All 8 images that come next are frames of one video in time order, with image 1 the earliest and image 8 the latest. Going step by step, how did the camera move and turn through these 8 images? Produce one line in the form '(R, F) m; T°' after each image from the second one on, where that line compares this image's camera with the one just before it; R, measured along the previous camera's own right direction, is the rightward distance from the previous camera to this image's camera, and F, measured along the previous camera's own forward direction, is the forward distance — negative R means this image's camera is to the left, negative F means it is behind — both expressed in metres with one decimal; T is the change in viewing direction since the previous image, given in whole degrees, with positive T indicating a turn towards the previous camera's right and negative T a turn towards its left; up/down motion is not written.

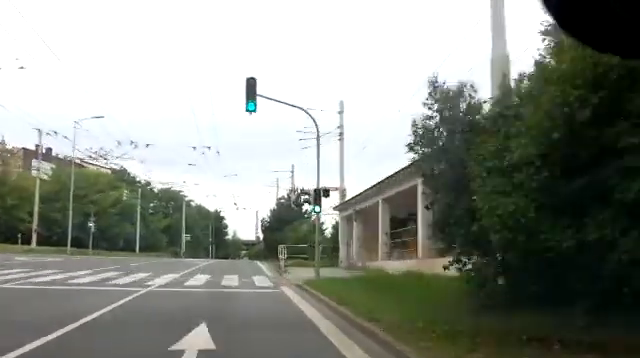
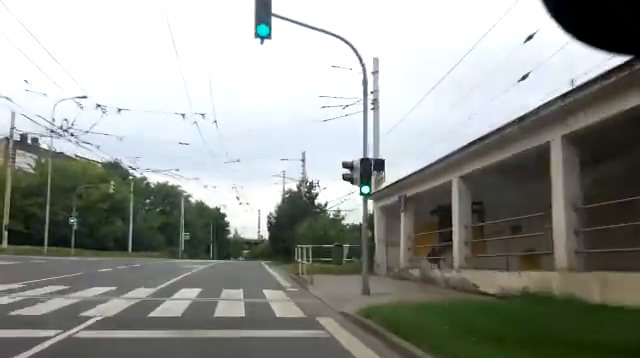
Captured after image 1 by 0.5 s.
(+0.3, +6.2) m; 0°
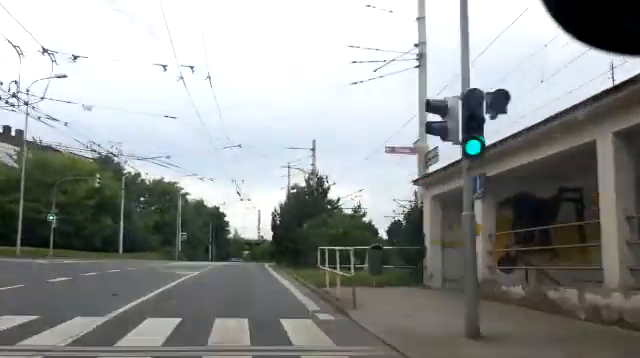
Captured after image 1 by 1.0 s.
(+0.1, +5.1) m; 0°
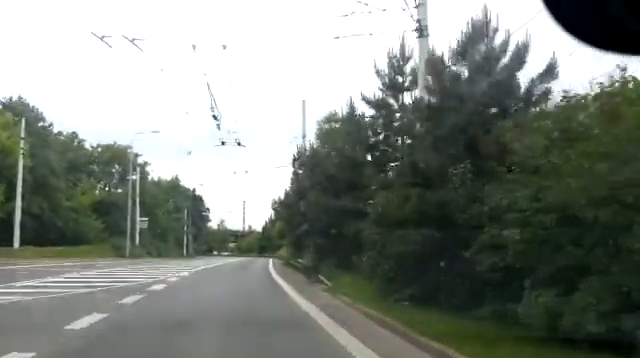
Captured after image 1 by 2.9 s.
(+0.1, +22.9) m; +2°
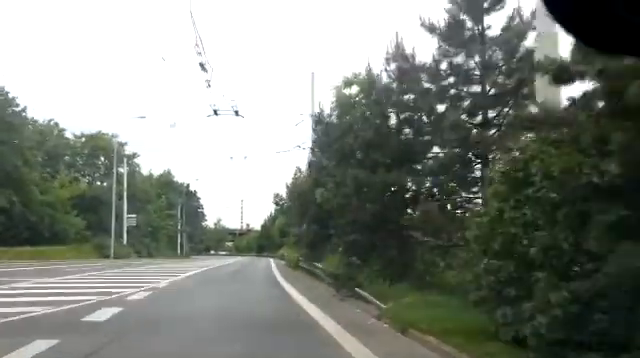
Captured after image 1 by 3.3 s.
(0.0, +5.2) m; -1°
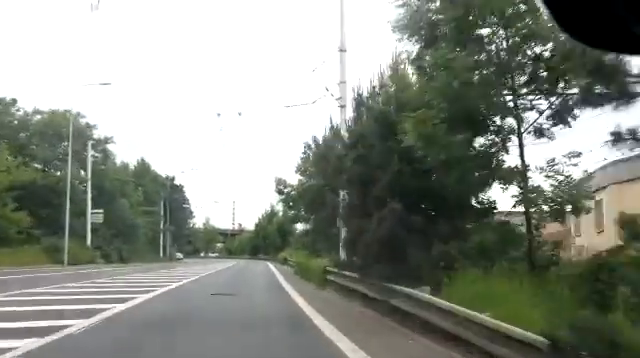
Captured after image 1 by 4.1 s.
(-0.1, +9.6) m; -1°
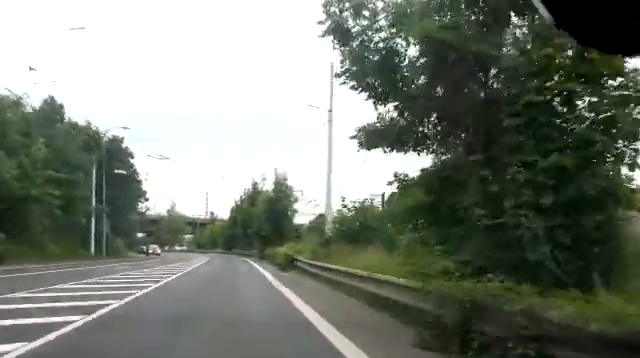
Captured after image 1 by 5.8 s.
(+0.3, +20.3) m; +4°
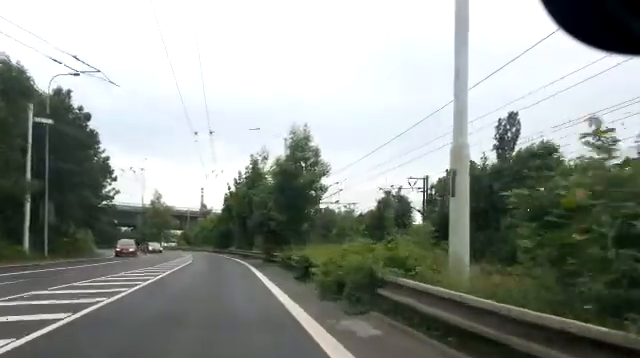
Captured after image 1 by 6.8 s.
(+0.1, +13.8) m; -2°
